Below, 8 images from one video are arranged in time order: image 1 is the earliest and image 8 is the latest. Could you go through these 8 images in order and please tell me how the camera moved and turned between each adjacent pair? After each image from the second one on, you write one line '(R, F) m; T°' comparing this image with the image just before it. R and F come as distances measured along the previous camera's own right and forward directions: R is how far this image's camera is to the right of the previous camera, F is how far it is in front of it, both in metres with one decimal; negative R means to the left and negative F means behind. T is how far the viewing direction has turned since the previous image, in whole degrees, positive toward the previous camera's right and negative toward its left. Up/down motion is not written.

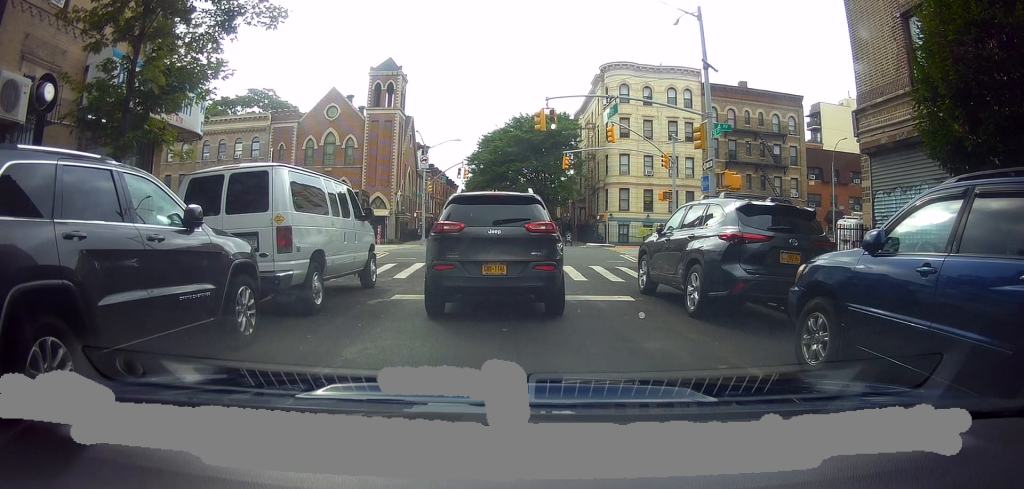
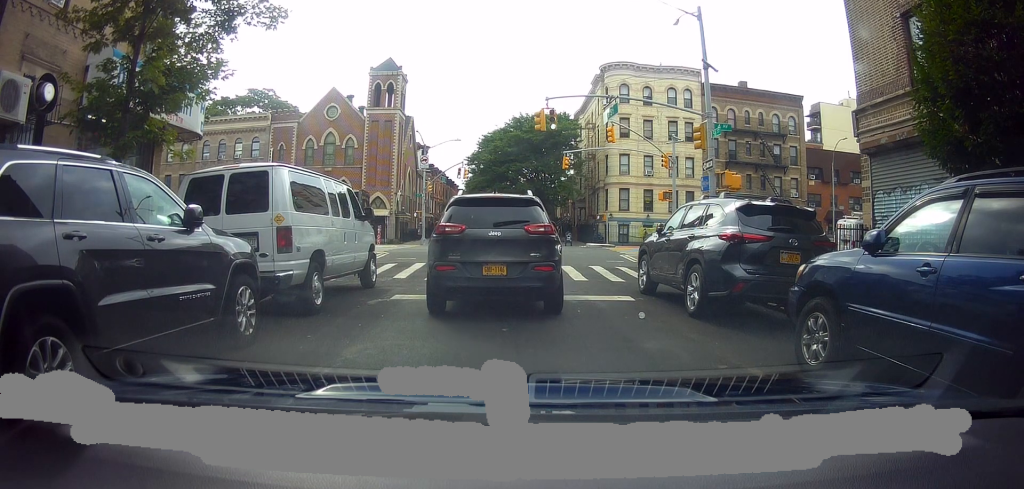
(0.0, 0.0) m; 0°
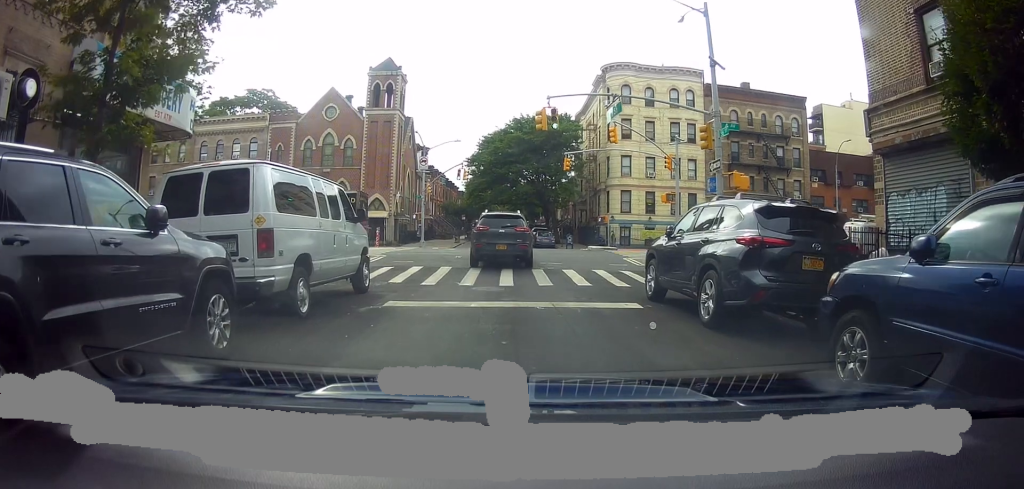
(+0.2, 0.0) m; 0°
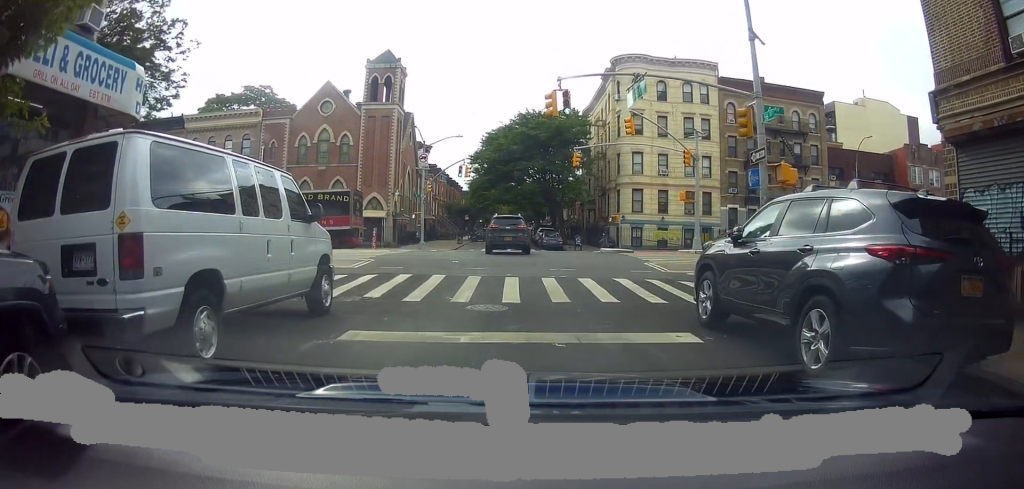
(+0.1, +2.0) m; 0°
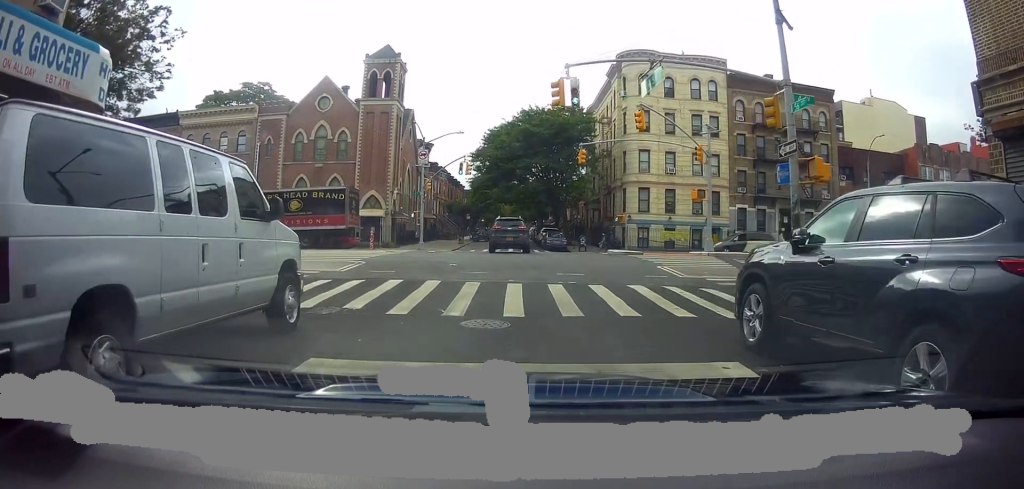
(0.0, +1.5) m; -2°
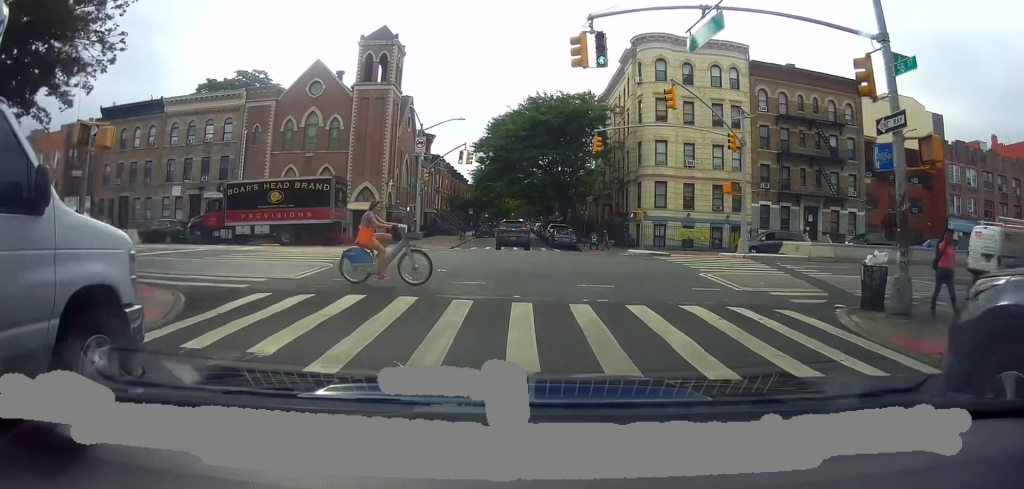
(-0.1, +3.3) m; -3°
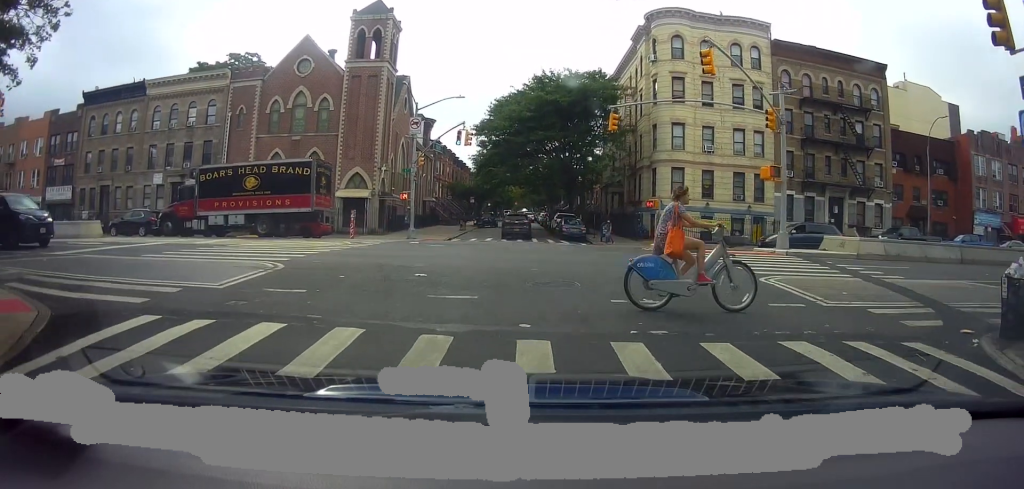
(-0.2, +3.2) m; +2°
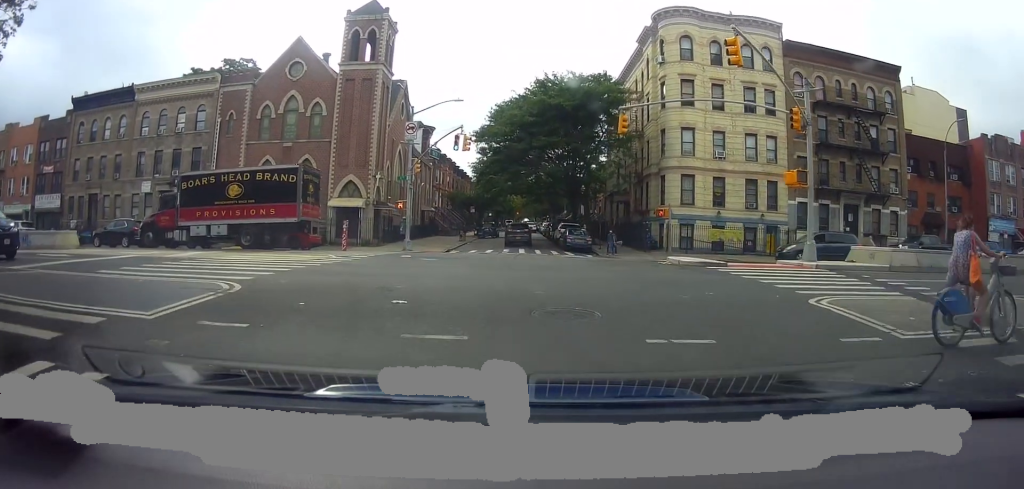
(+0.2, +2.0) m; -1°
